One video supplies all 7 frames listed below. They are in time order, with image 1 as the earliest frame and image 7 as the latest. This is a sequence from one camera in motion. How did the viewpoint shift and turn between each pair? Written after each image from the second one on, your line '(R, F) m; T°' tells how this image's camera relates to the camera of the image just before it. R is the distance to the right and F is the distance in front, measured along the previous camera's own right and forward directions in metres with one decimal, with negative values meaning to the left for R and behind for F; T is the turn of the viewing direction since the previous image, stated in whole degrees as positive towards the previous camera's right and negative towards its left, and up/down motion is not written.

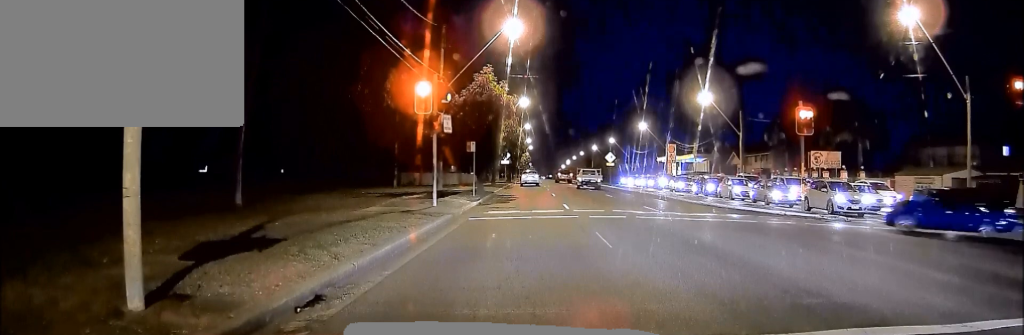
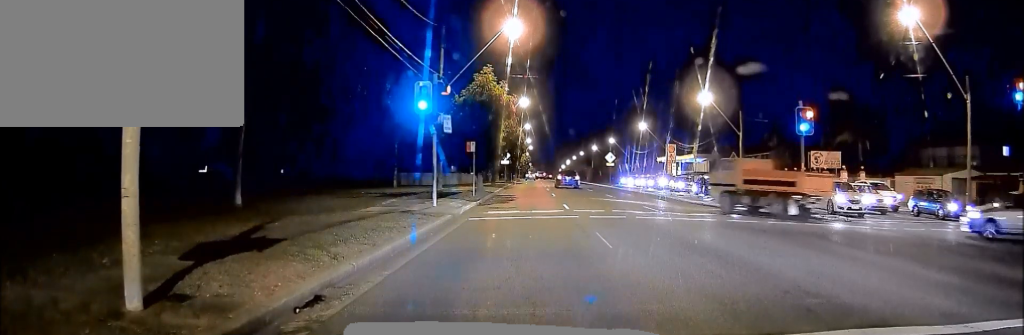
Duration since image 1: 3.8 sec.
(-0.3, +0.5) m; 0°
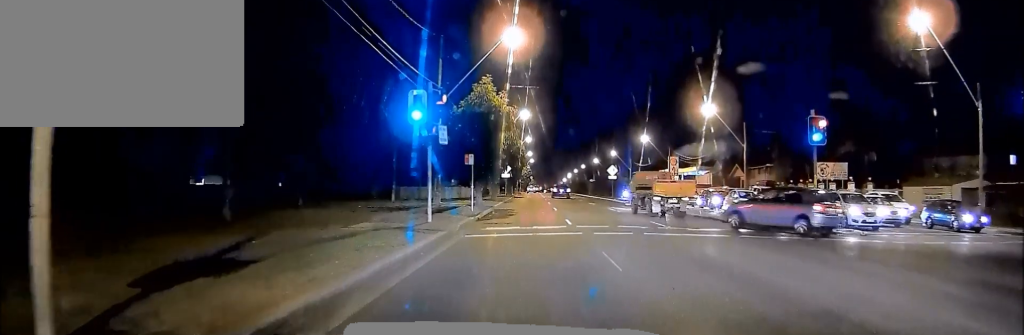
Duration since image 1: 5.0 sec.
(-0.1, +1.3) m; 0°
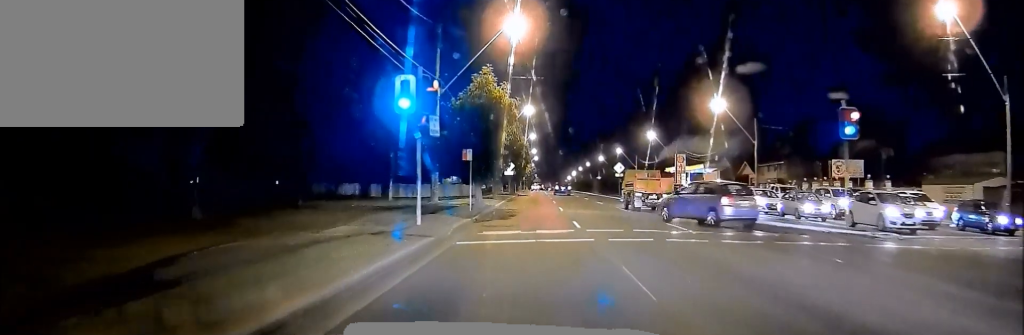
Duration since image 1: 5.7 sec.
(-0.1, +1.6) m; 0°
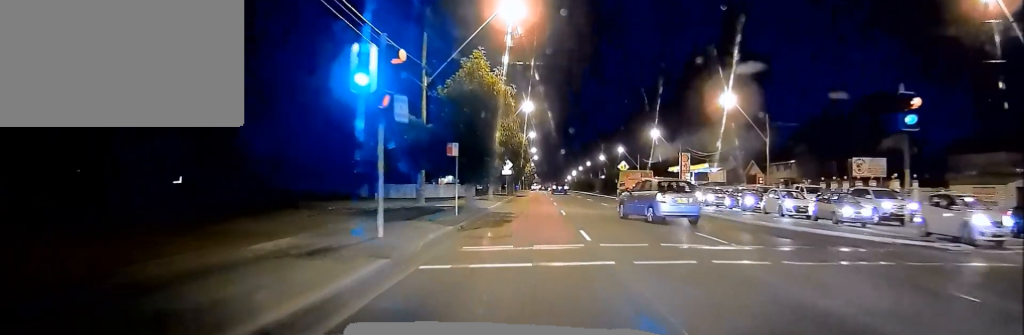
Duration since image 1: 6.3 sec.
(+0.1, +4.1) m; 0°
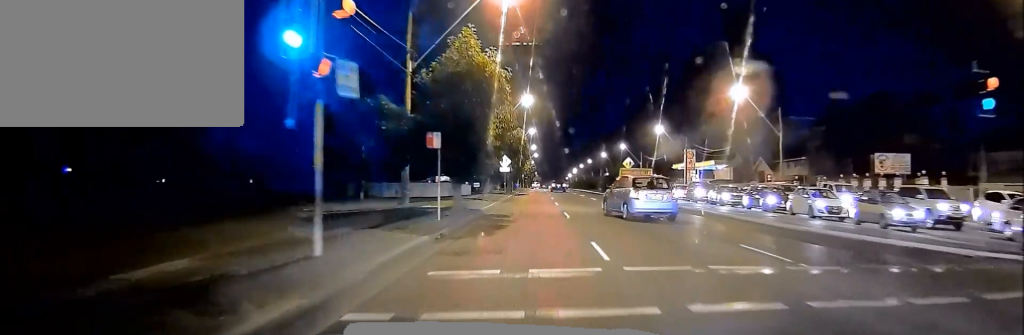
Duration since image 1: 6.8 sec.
(0.0, +3.7) m; 0°
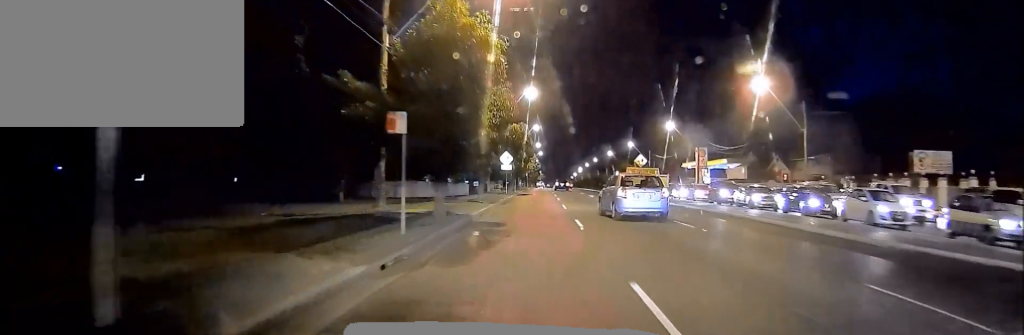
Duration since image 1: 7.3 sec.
(-0.1, +5.5) m; 0°
